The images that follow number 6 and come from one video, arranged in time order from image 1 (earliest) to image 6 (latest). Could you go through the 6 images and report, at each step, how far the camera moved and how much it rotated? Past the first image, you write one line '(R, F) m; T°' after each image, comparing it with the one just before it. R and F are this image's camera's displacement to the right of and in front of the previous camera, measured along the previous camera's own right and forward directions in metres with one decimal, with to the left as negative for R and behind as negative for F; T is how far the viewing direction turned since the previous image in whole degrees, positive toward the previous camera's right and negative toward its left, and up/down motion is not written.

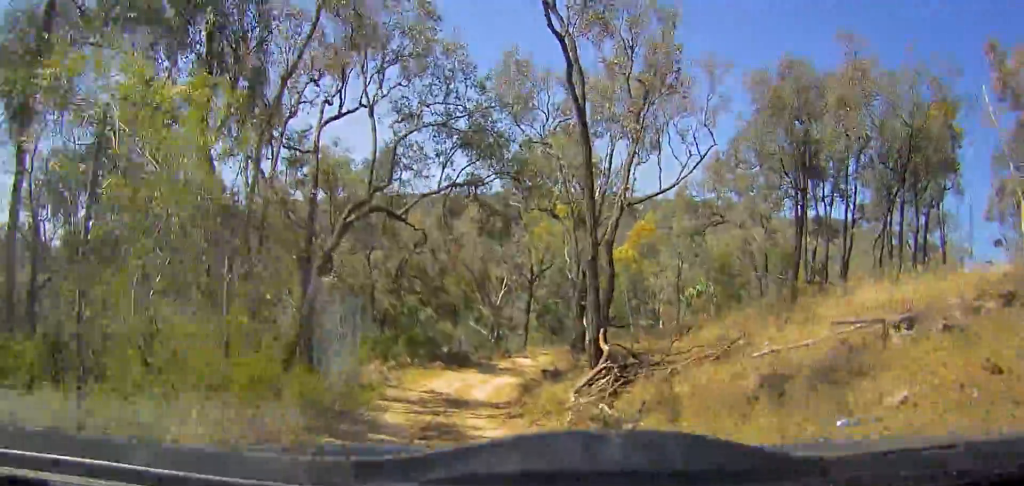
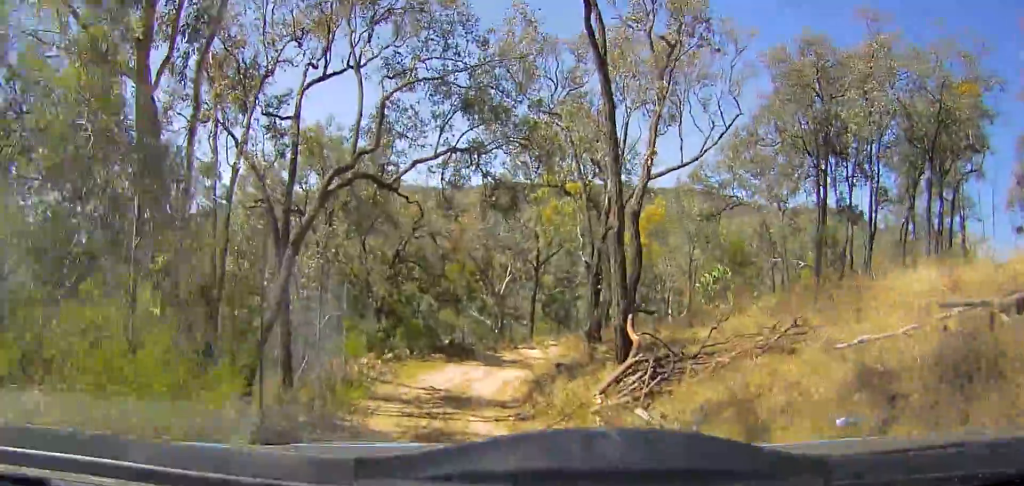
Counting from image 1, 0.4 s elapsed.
(-0.1, +2.1) m; -2°
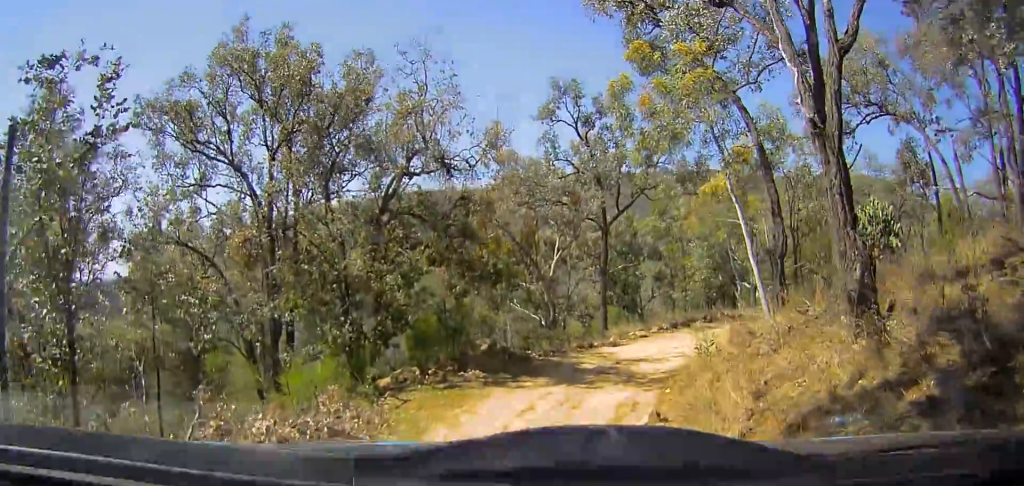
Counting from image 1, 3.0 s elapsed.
(-0.9, +12.0) m; -4°
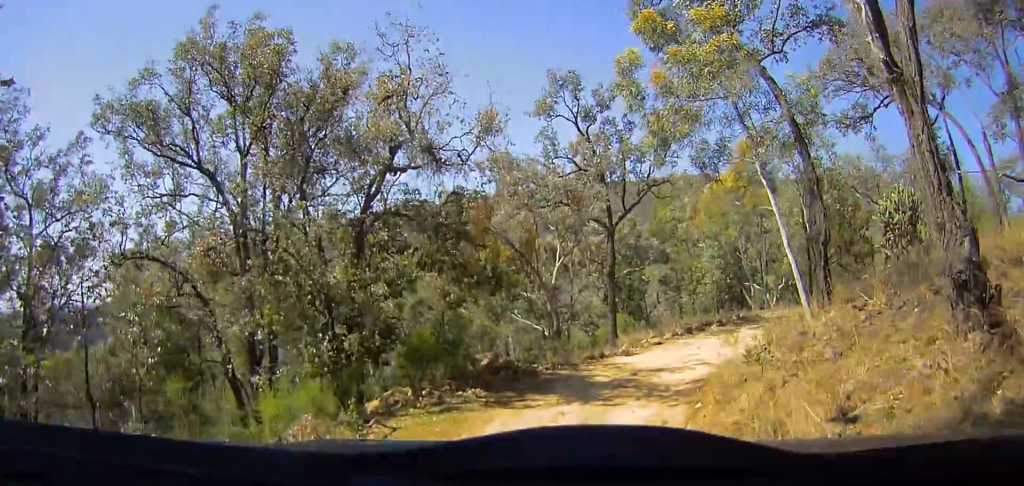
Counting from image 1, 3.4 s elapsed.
(-0.1, +2.0) m; +2°
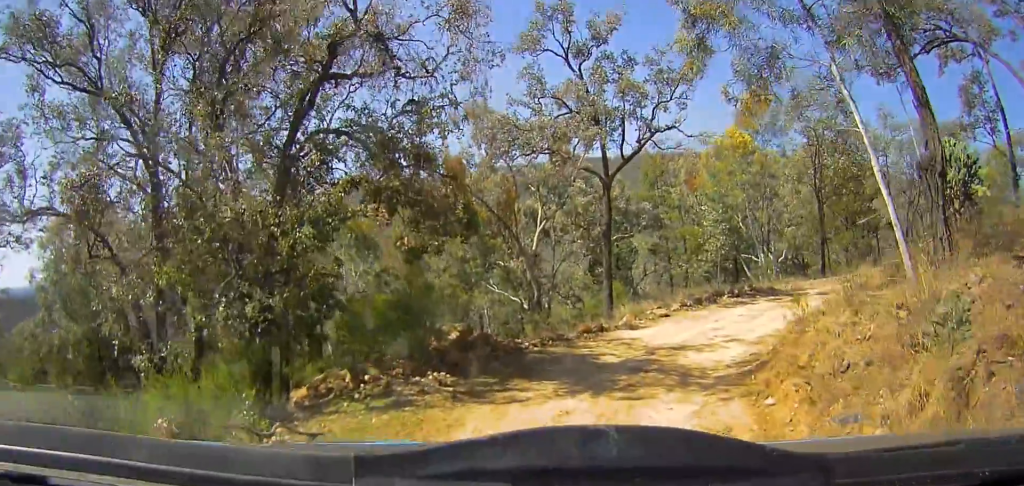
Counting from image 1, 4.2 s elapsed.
(+0.3, +4.2) m; +11°
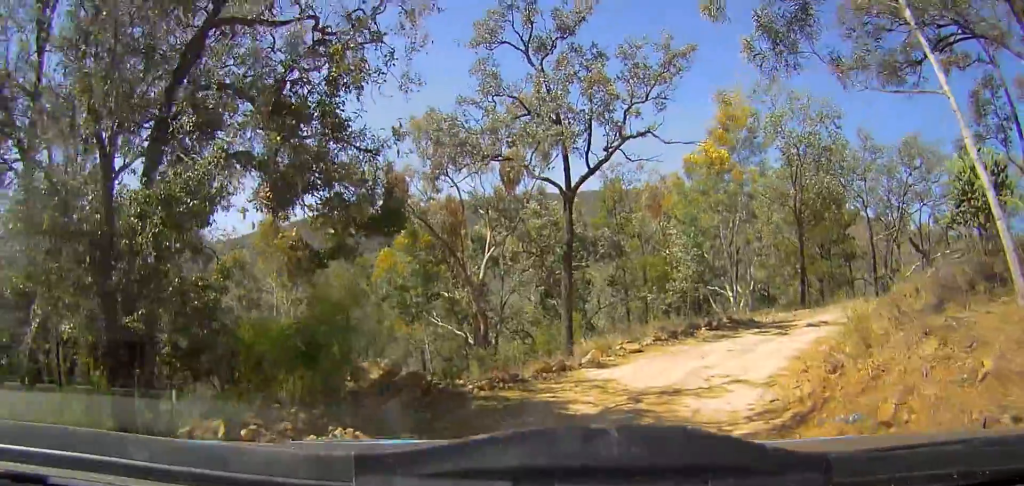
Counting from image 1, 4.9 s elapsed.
(+0.2, +3.2) m; +9°
